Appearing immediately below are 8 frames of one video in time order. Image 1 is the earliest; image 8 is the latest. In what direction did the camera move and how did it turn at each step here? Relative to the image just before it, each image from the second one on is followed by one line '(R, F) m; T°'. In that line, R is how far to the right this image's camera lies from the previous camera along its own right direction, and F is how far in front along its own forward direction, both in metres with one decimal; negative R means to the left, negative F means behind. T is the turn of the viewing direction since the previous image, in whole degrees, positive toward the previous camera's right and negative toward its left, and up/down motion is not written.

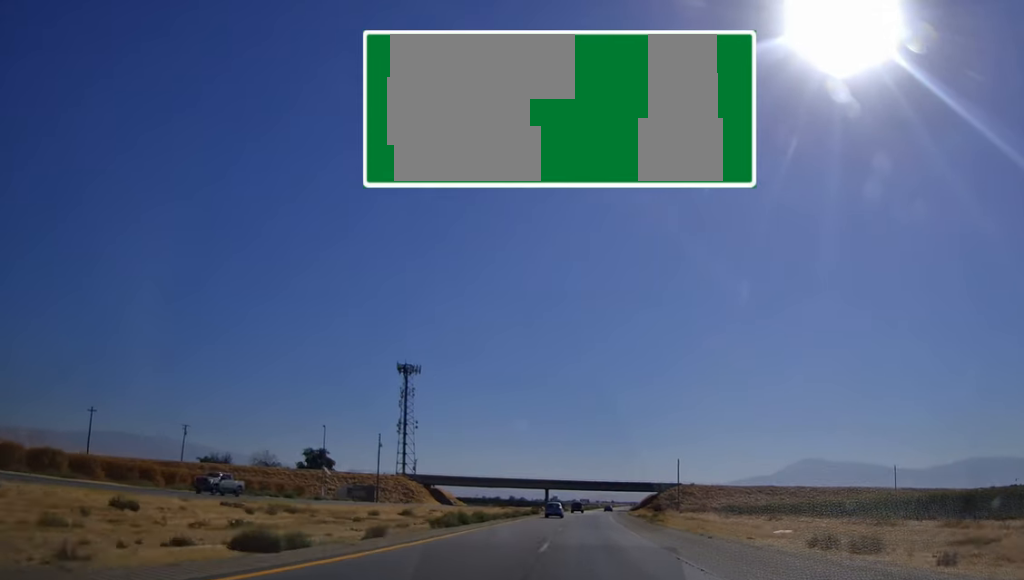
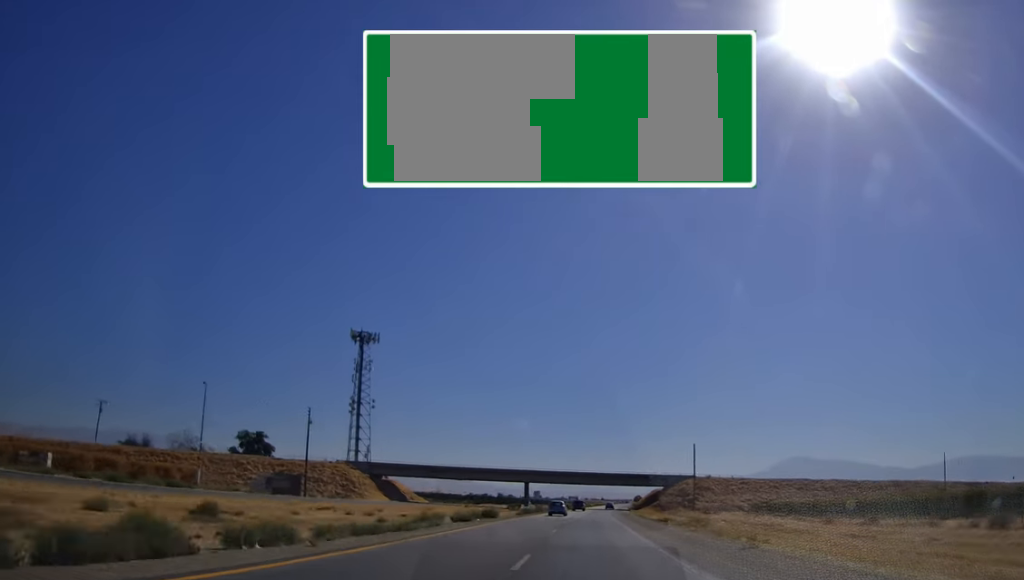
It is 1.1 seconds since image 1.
(+0.4, +38.5) m; +1°
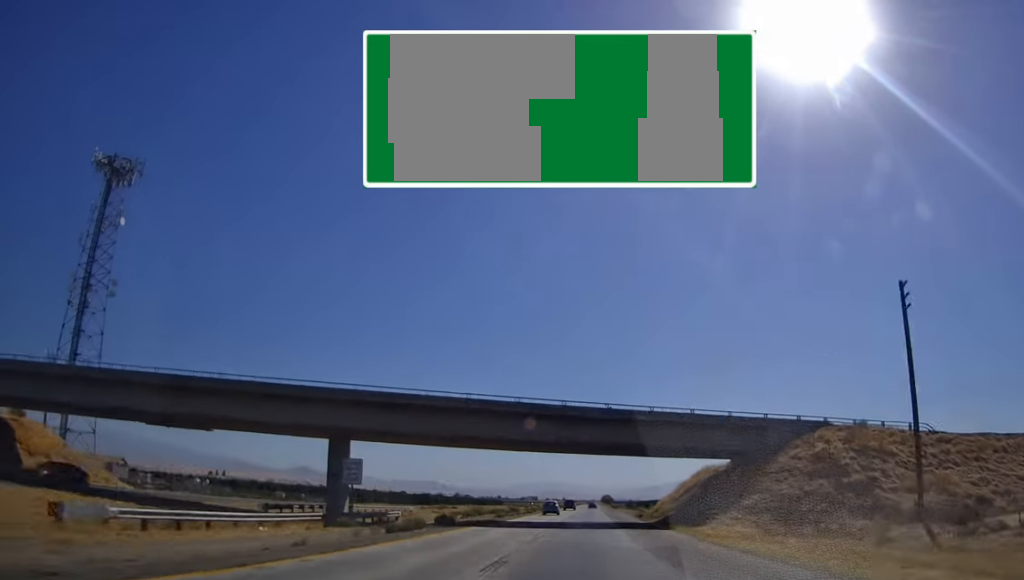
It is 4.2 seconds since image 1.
(+2.2, +92.1) m; +3°
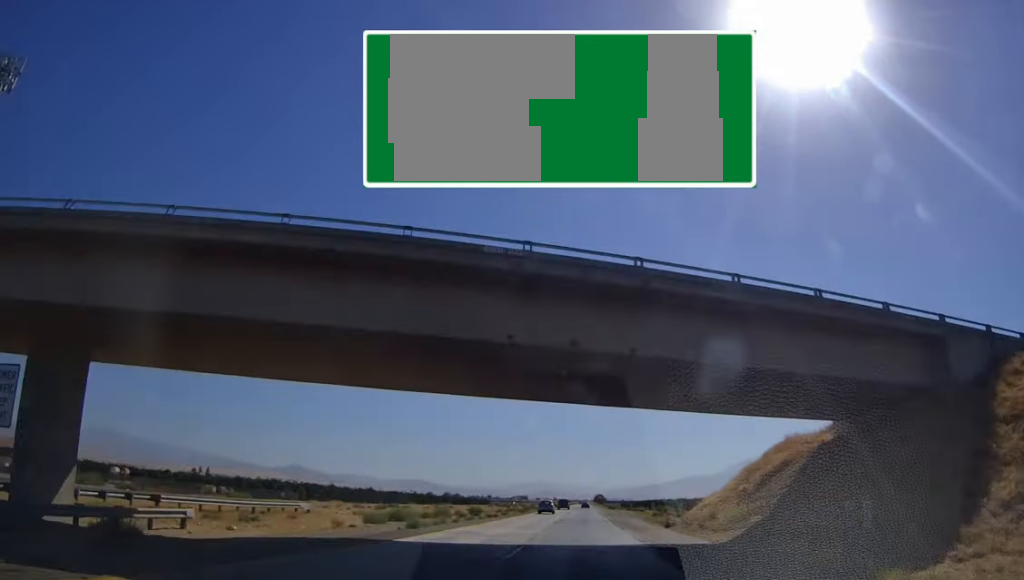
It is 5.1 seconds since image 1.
(+0.1, +23.1) m; +1°
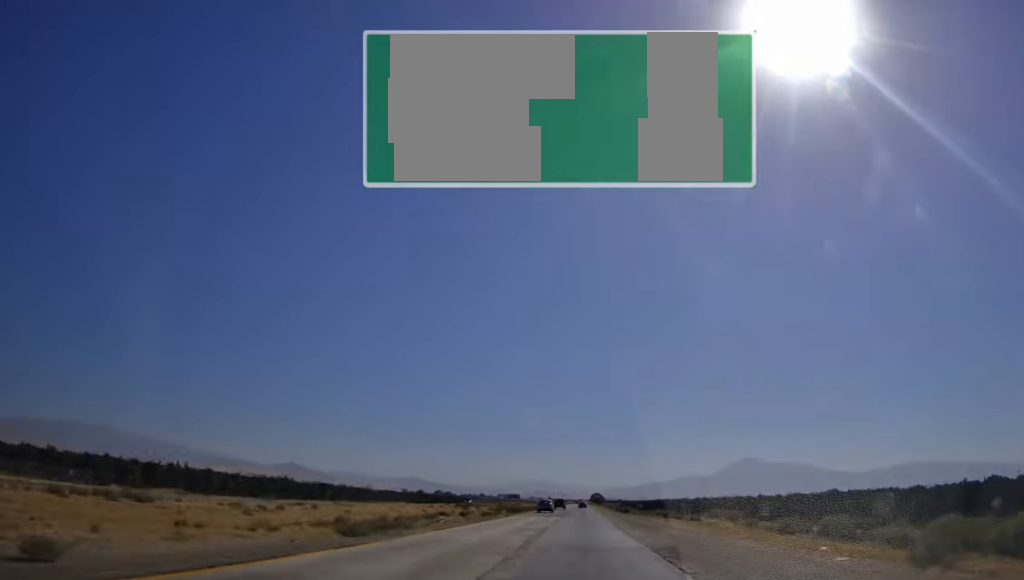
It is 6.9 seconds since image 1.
(+1.0, +47.7) m; +1°
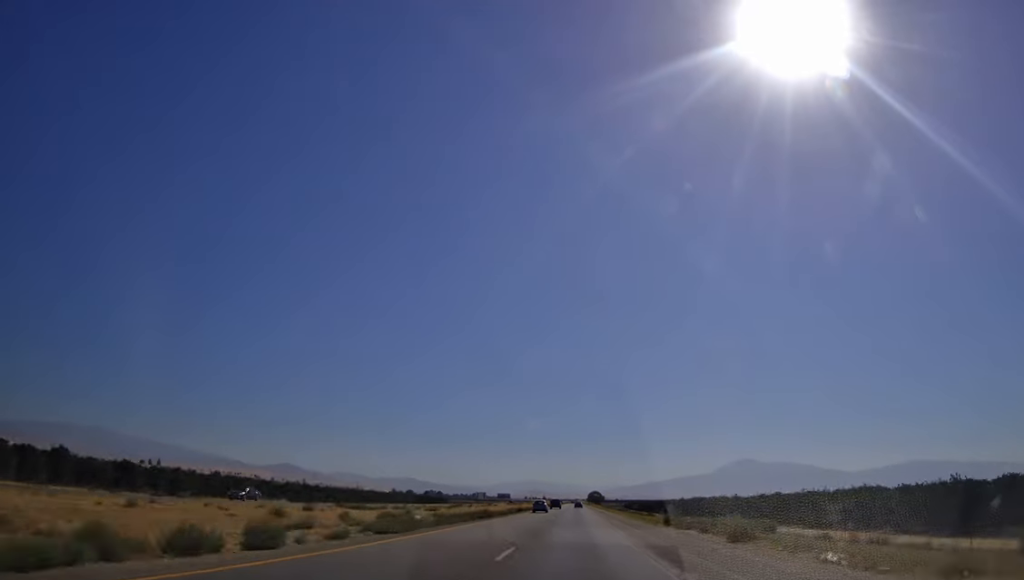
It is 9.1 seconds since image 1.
(0.0, +59.5) m; 0°
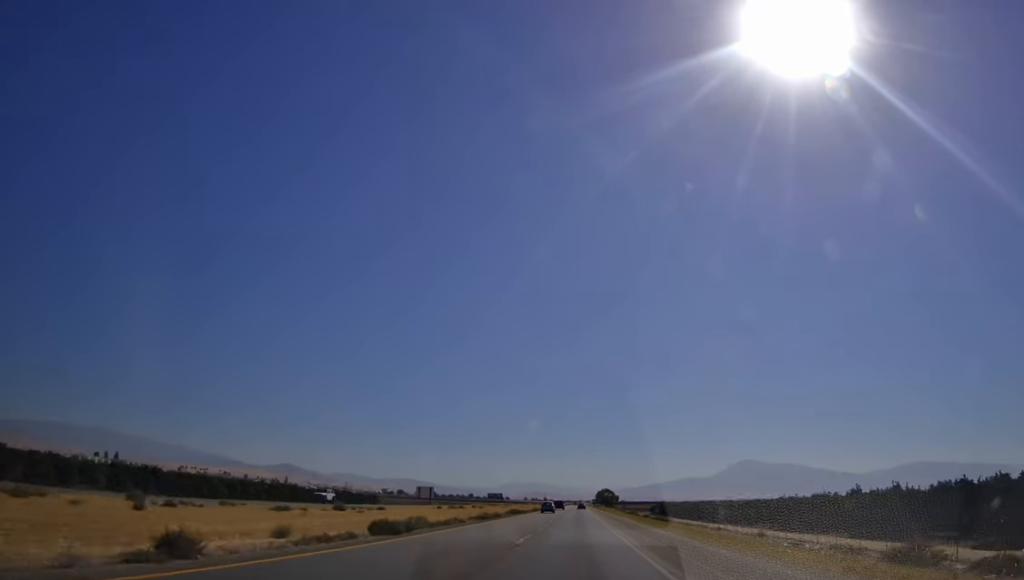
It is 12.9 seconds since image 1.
(+0.4, +107.3) m; 0°
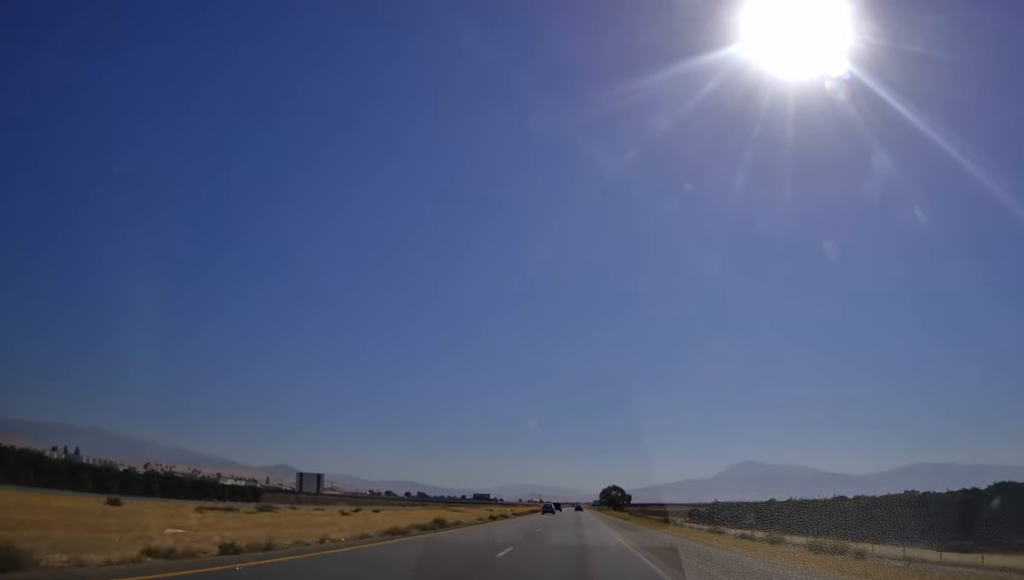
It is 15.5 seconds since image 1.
(+0.1, +78.5) m; 0°
